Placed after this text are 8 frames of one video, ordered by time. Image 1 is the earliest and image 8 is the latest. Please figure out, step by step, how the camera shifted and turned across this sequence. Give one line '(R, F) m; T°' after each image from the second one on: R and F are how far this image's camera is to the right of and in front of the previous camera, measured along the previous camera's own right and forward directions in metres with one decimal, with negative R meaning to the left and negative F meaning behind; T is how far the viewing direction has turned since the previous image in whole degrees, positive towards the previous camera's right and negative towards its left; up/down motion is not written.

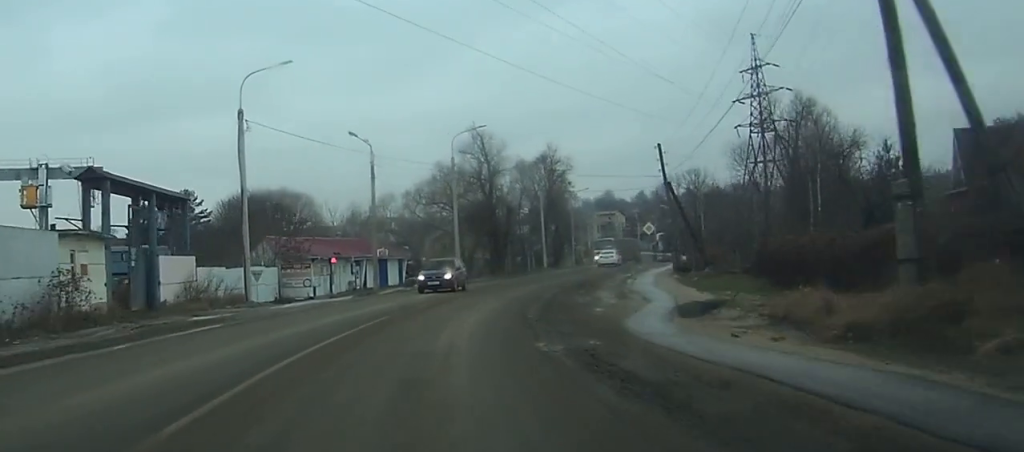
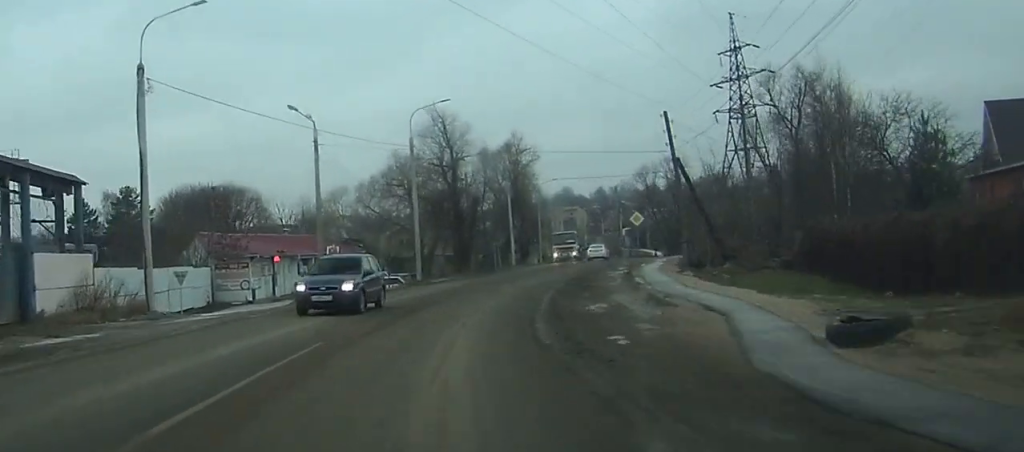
(+0.1, +9.9) m; +2°
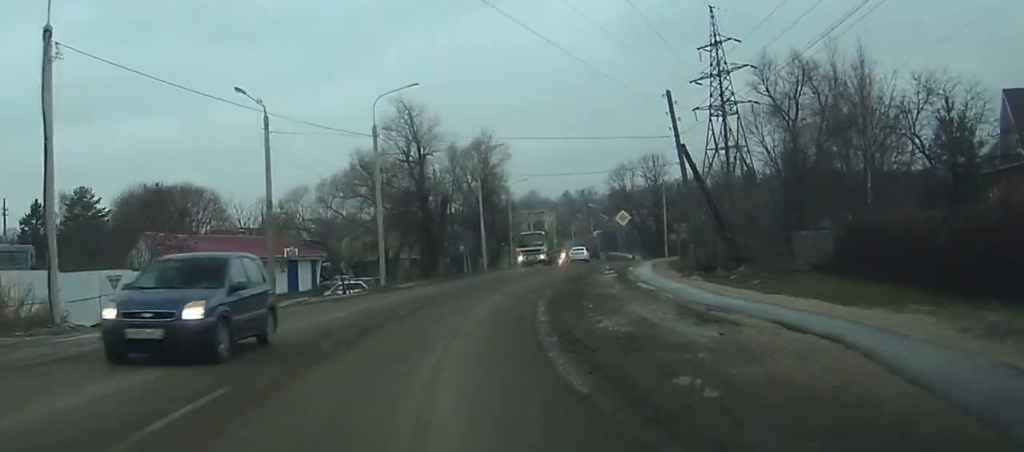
(+0.1, +6.1) m; +2°
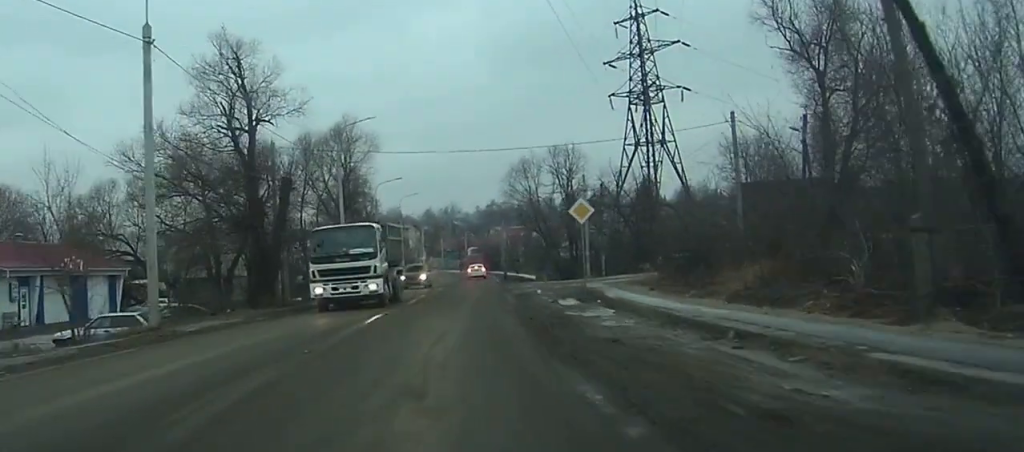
(+1.5, +23.4) m; +7°
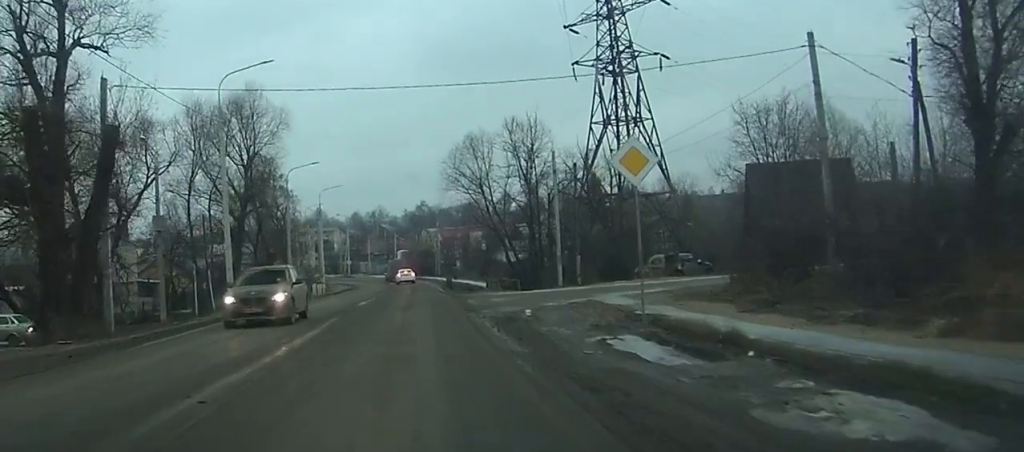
(+0.6, +13.5) m; +5°
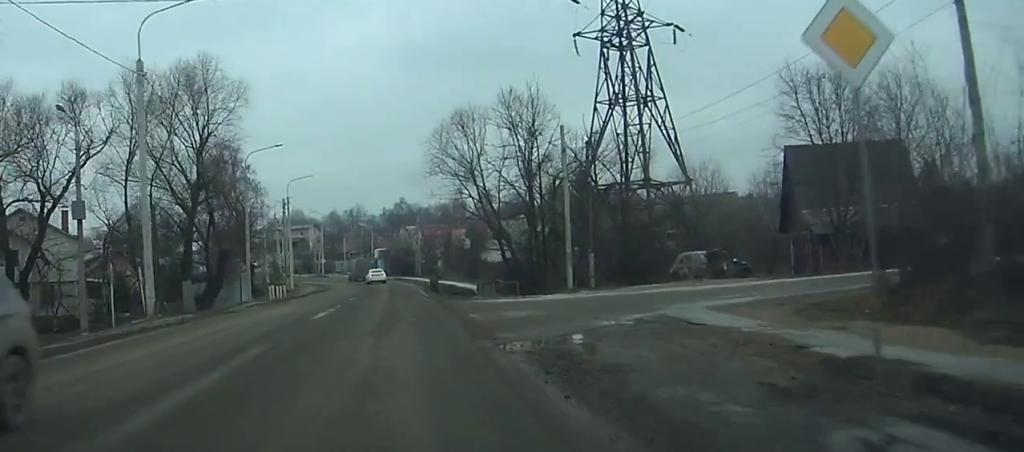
(+0.2, +7.3) m; +1°
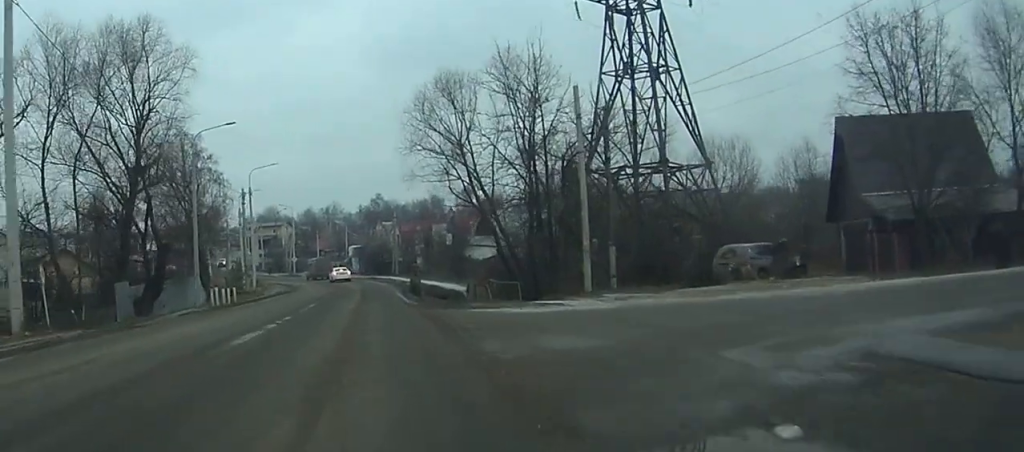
(+0.1, +7.2) m; +1°
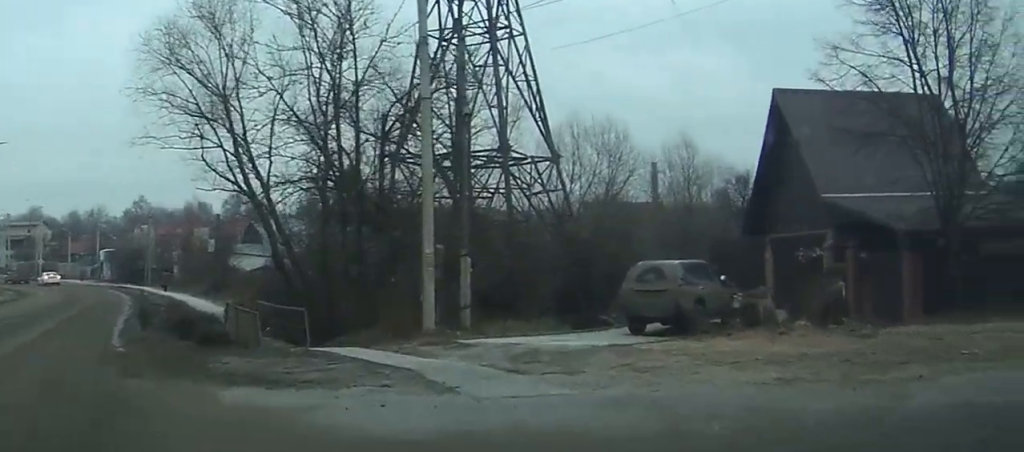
(+0.8, +16.6) m; +8°
